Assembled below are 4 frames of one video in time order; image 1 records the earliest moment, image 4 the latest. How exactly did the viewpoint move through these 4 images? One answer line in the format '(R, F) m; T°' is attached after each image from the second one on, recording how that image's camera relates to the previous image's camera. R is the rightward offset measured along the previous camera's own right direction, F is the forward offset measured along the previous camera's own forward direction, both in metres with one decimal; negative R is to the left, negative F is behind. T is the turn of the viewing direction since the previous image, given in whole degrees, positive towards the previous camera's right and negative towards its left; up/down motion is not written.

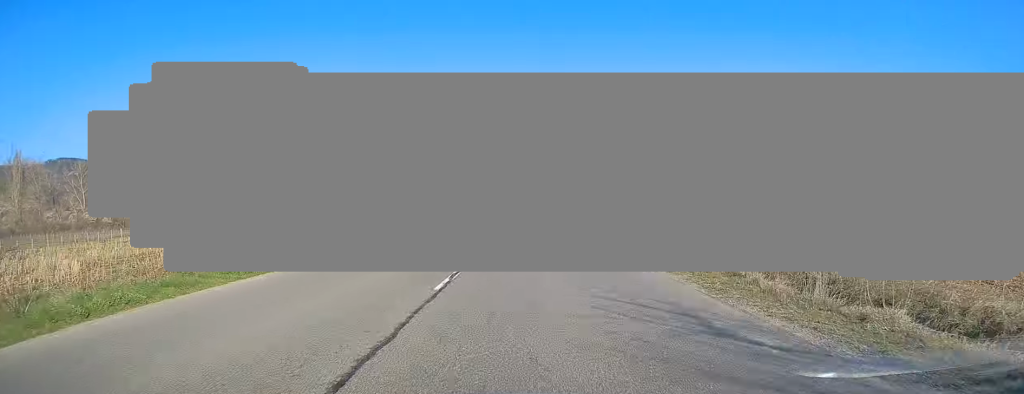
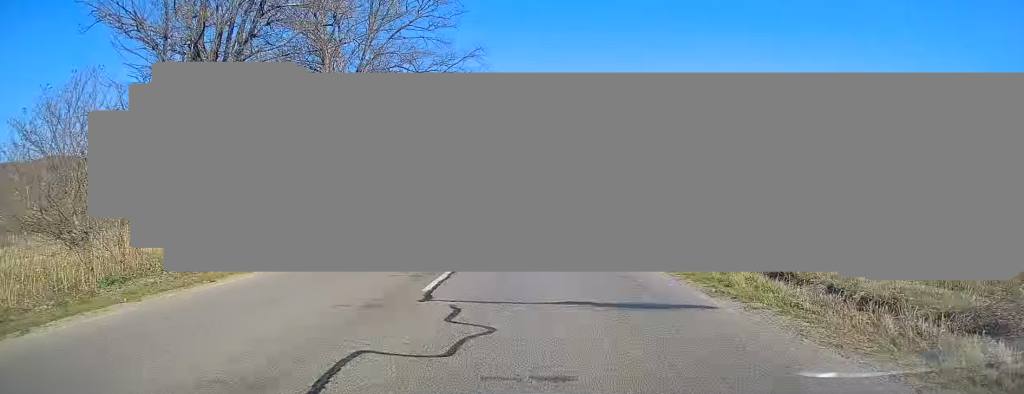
(+0.1, +36.4) m; +1°
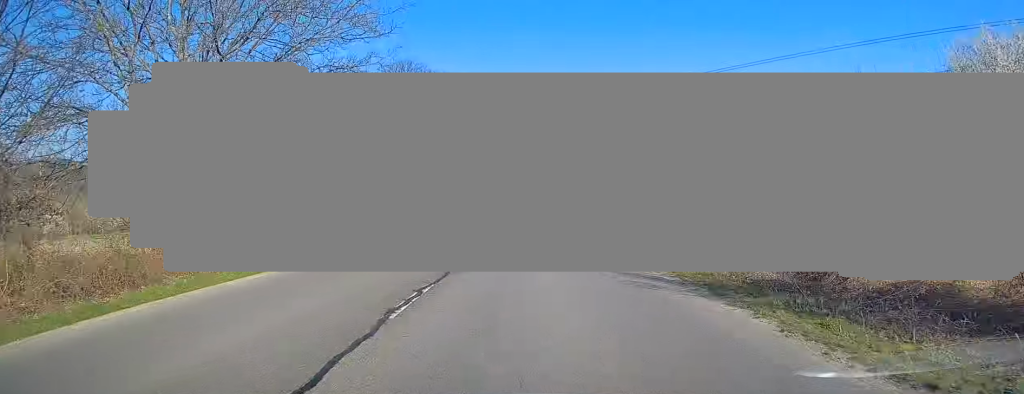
(-0.5, +55.9) m; -1°
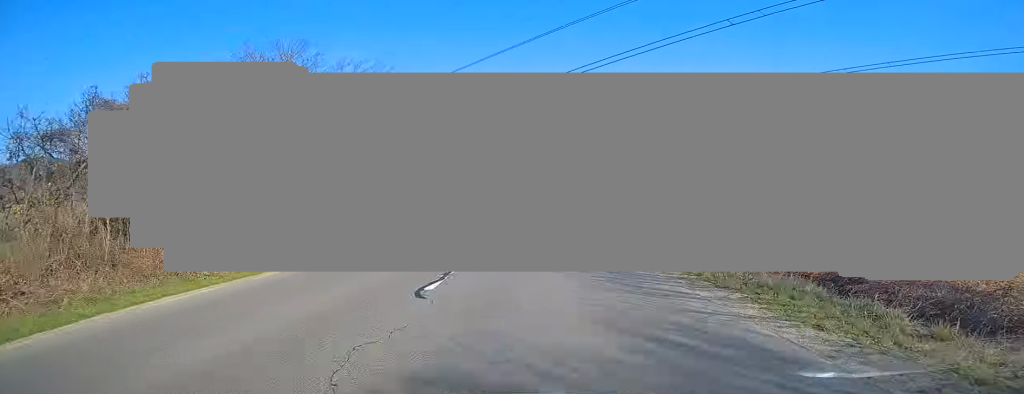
(+0.1, +42.5) m; 0°
